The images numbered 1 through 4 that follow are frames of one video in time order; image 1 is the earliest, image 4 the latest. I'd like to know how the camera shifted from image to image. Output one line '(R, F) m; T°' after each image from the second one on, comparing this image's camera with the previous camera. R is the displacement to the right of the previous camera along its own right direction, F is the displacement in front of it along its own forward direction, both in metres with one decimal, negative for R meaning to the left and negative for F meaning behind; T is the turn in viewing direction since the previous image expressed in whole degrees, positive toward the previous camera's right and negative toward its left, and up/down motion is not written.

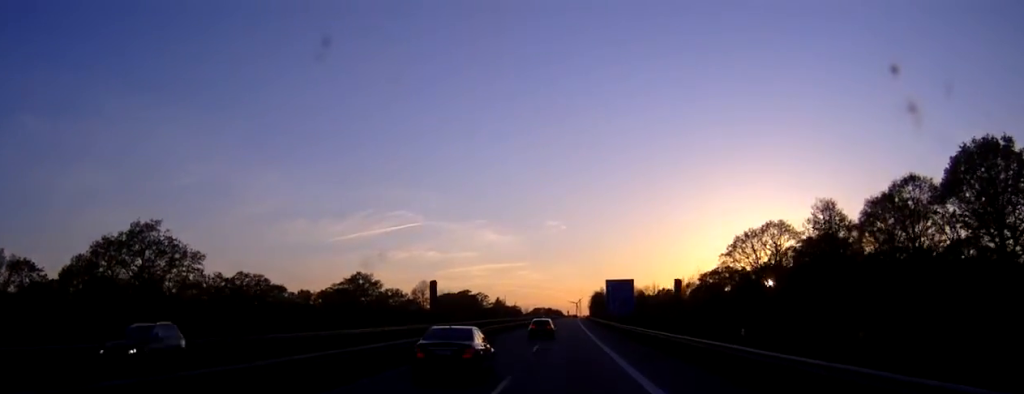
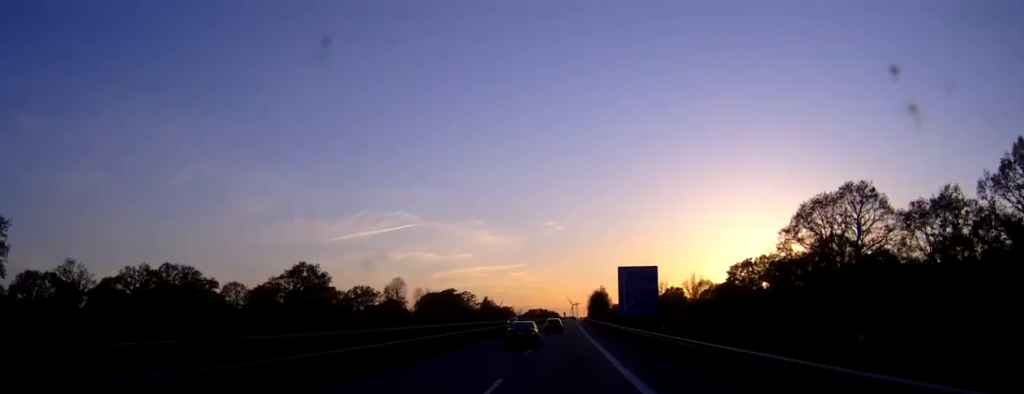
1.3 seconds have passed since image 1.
(+0.1, +36.0) m; 0°
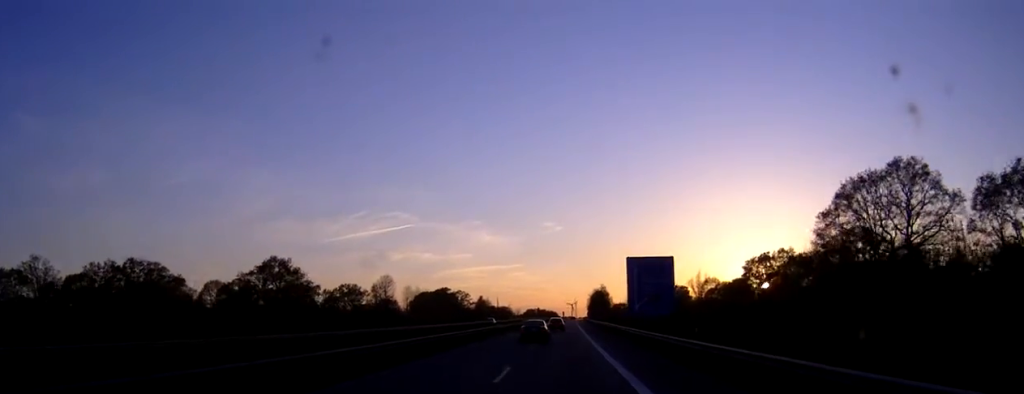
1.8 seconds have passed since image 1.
(0.0, +13.8) m; 0°
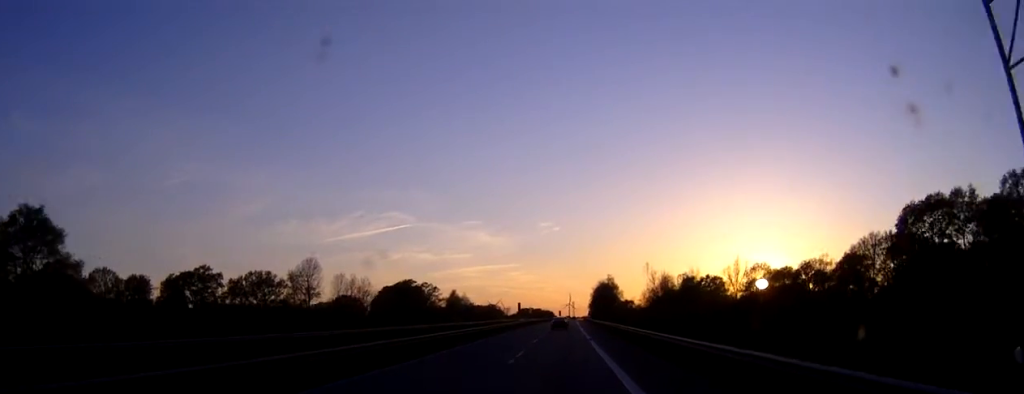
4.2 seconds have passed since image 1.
(+0.1, +65.1) m; 0°
